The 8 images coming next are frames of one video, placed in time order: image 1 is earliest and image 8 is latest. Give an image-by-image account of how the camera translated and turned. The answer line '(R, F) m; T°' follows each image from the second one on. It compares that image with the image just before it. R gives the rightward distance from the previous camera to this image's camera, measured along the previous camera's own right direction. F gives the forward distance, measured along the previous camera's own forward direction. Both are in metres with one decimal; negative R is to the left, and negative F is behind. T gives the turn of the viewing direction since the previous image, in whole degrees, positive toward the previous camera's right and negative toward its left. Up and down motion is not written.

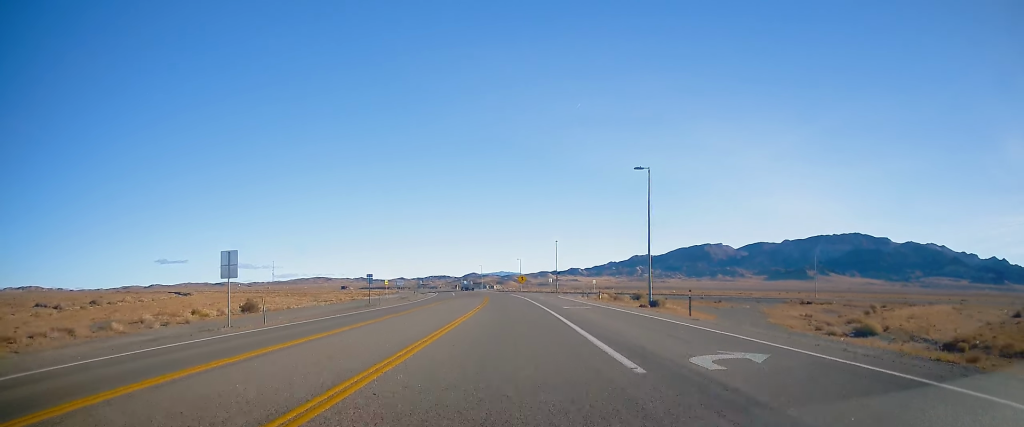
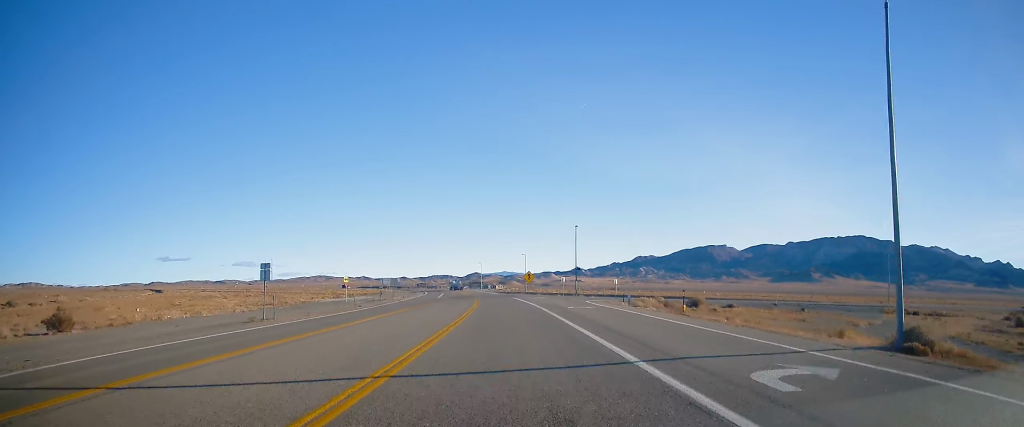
(-0.1, +25.4) m; 0°
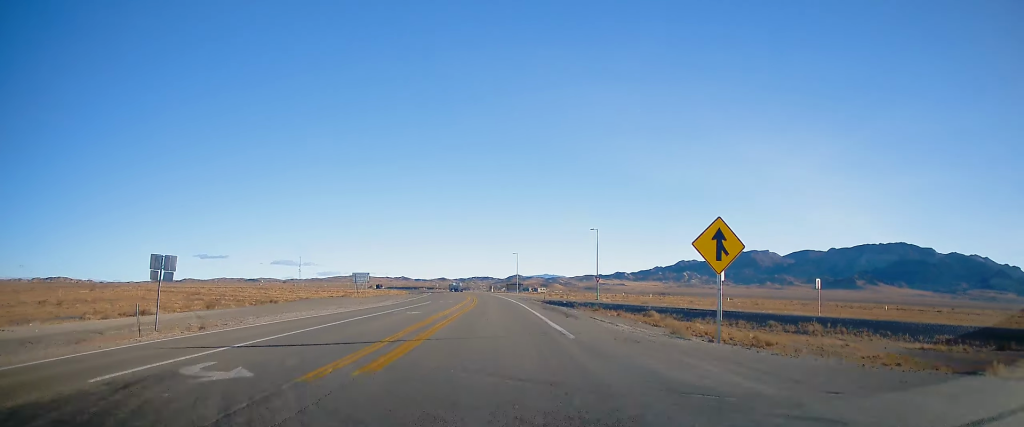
(-0.9, +68.1) m; -3°
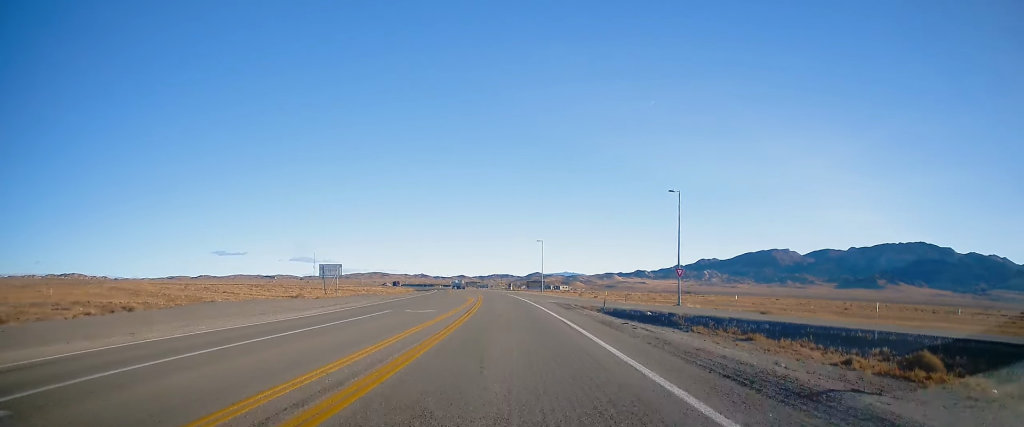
(-0.7, +29.3) m; -2°
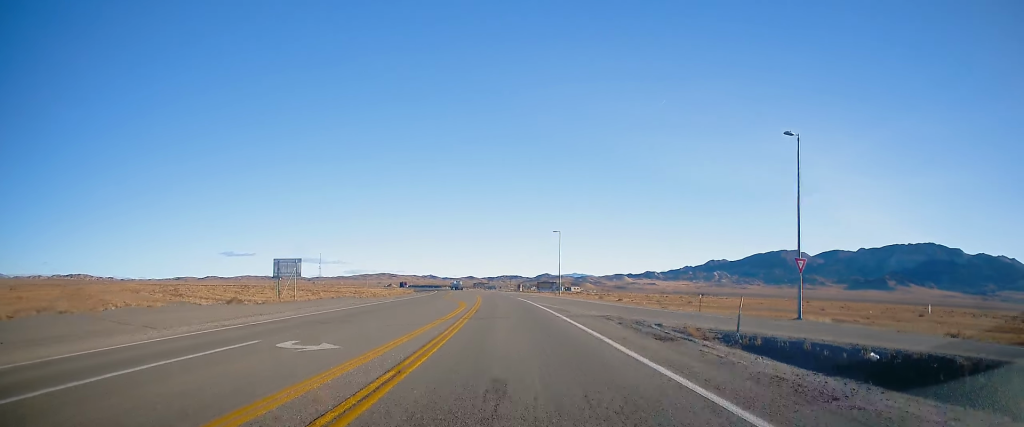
(-0.2, +19.0) m; -1°
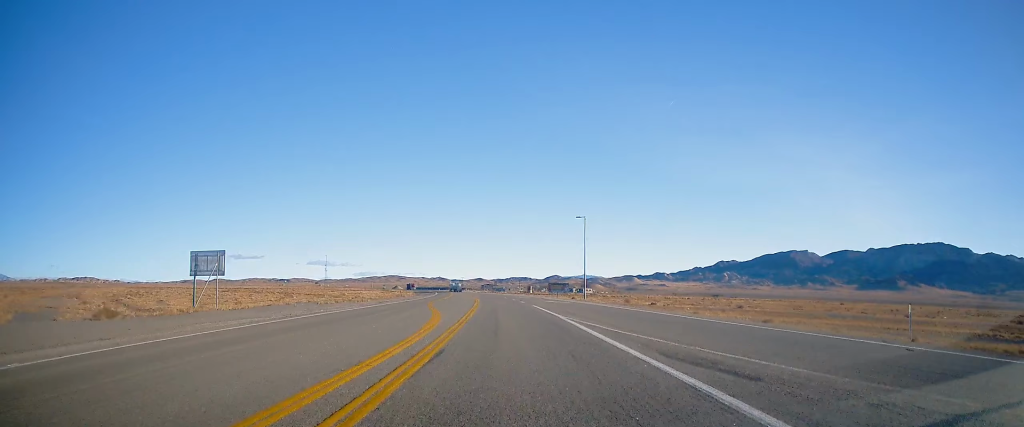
(0.0, +19.2) m; -1°
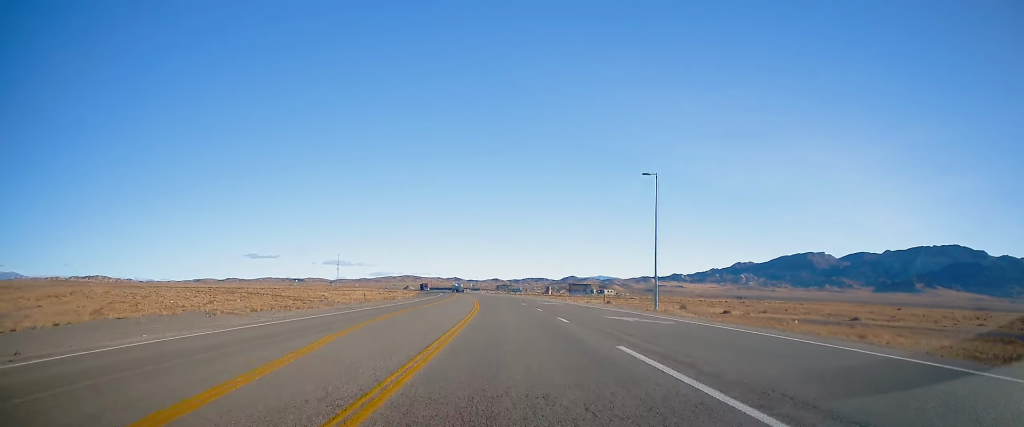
(-0.5, +26.0) m; -1°
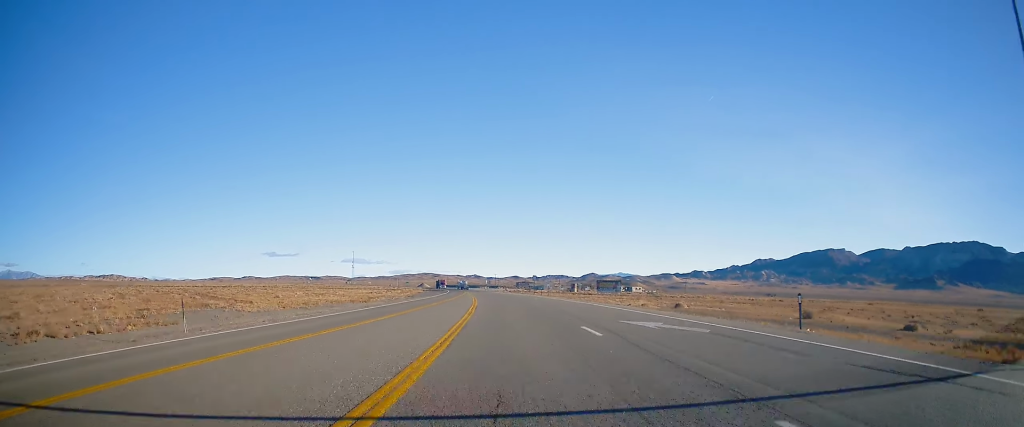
(-0.2, +31.0) m; -1°
